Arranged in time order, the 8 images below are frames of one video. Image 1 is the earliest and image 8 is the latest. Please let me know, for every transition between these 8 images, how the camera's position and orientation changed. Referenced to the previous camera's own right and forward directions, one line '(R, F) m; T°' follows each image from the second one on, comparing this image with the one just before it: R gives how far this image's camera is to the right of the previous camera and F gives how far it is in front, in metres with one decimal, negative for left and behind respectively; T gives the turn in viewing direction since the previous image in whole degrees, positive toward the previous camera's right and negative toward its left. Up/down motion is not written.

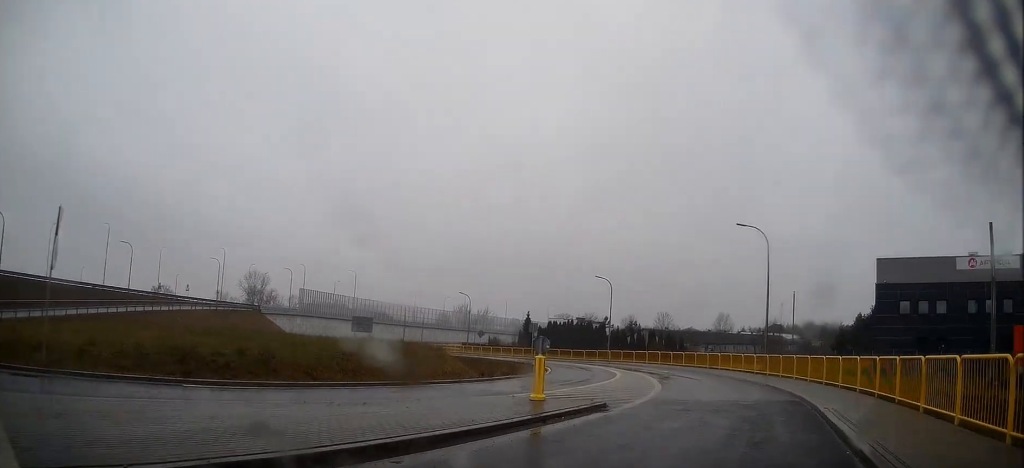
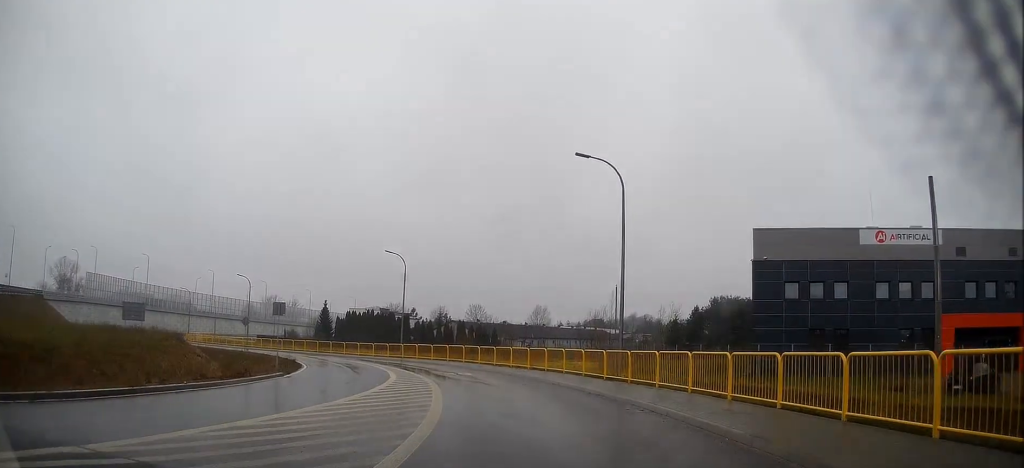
(+1.4, +13.0) m; +12°
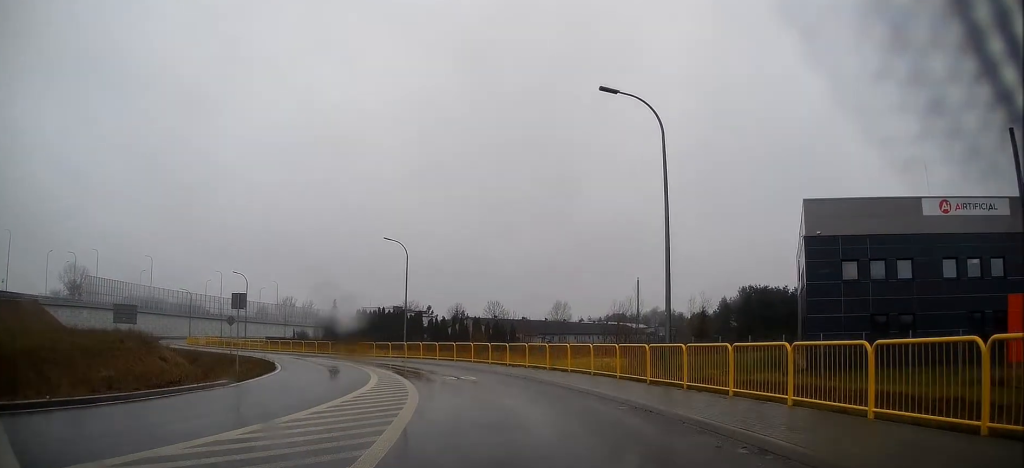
(+0.5, +5.8) m; +1°
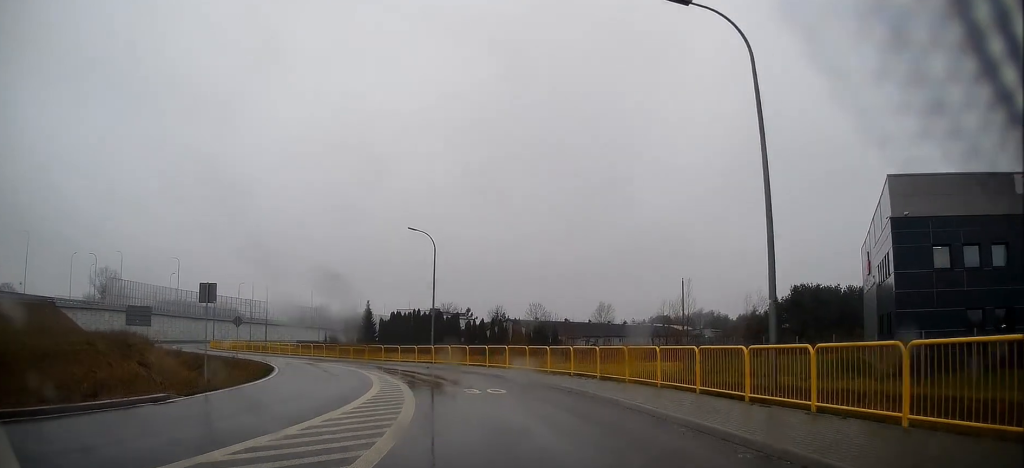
(+0.1, +5.2) m; -2°
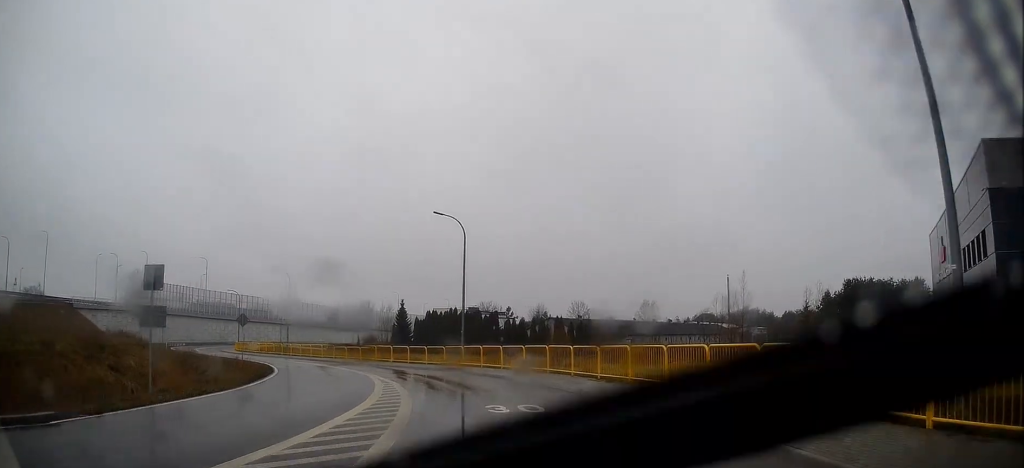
(-0.1, +4.9) m; -4°
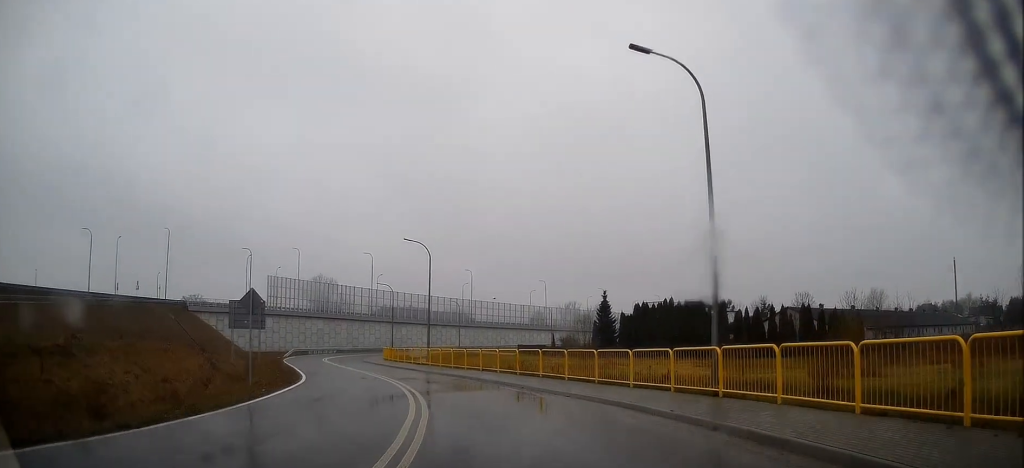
(-3.6, +20.2) m; -19°
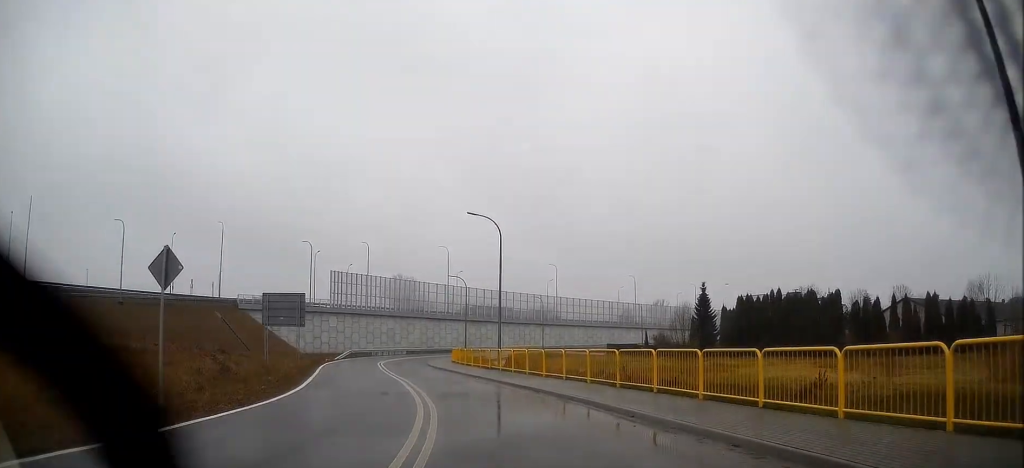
(-0.5, +9.0) m; -7°
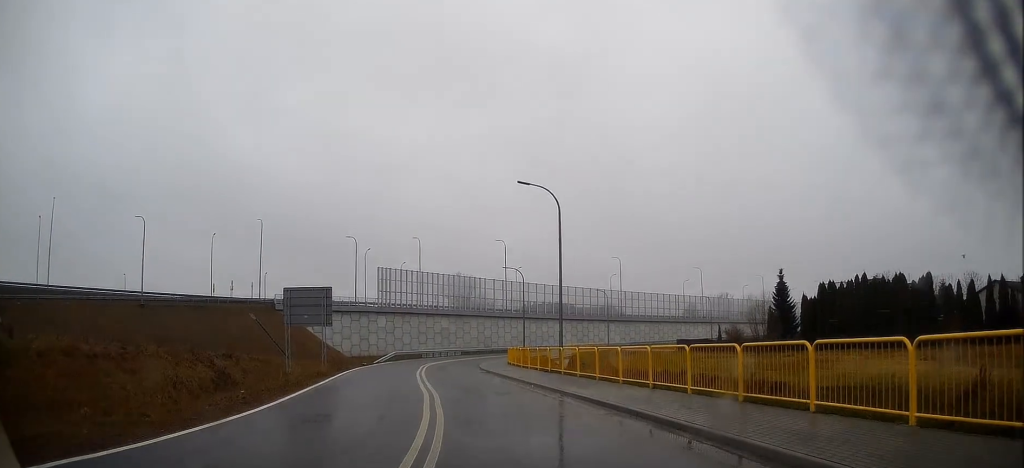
(-0.3, +6.4) m; -5°
